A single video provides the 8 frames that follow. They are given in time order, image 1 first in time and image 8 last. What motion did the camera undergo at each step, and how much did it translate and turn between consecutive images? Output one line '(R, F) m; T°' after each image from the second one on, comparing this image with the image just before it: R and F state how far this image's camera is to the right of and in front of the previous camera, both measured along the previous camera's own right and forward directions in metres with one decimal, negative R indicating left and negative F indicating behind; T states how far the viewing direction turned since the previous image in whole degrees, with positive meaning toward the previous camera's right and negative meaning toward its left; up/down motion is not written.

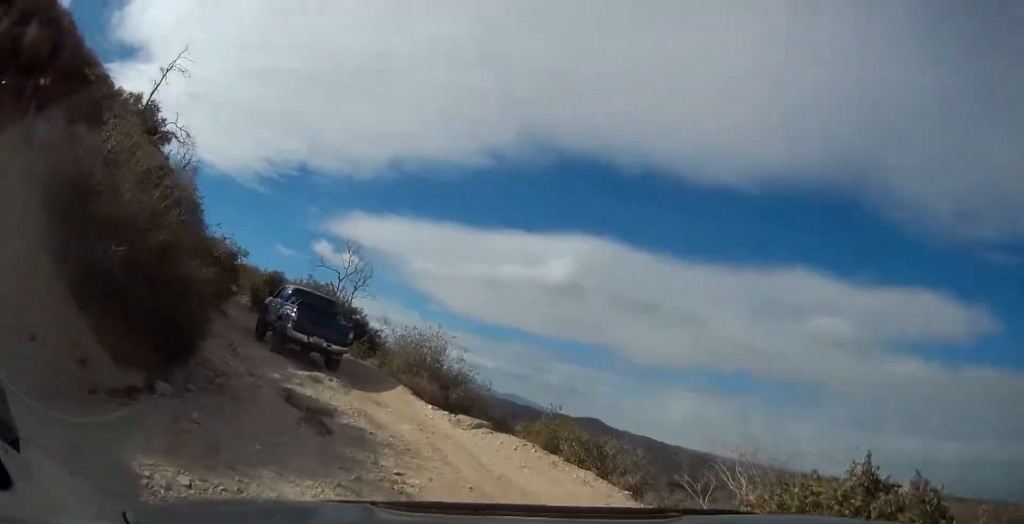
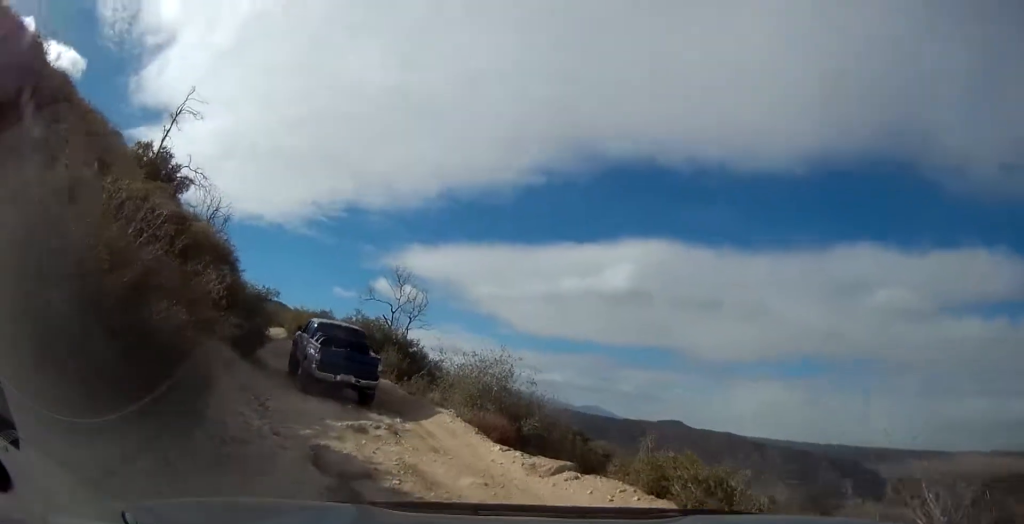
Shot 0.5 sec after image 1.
(0.0, +2.2) m; -9°
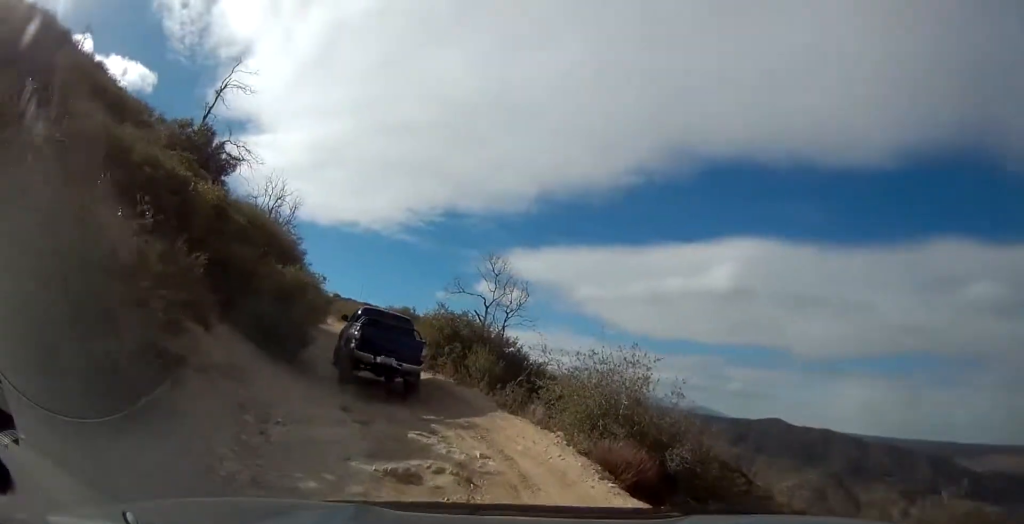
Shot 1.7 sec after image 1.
(-0.9, +4.5) m; -13°
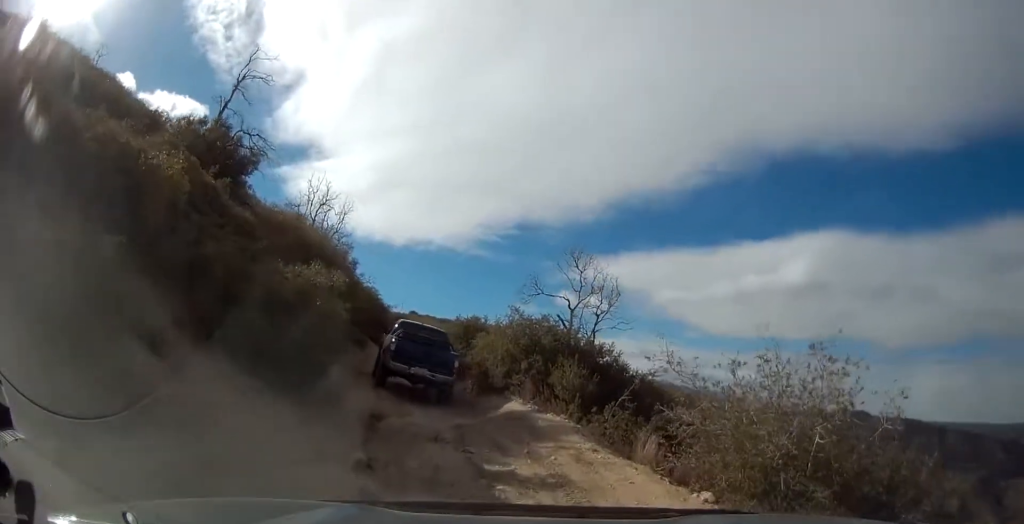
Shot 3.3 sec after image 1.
(-0.3, +4.7) m; -10°
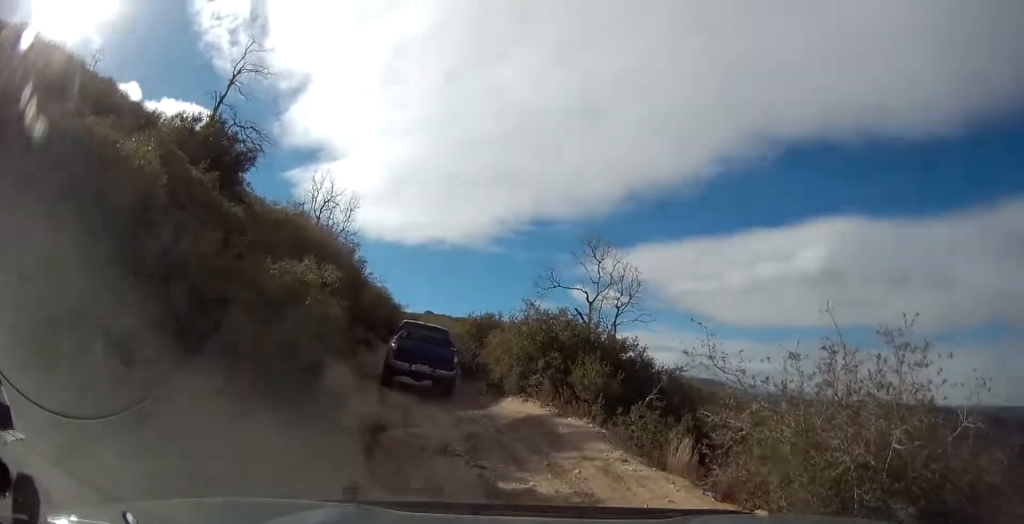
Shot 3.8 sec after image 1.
(-0.1, +1.2) m; -3°
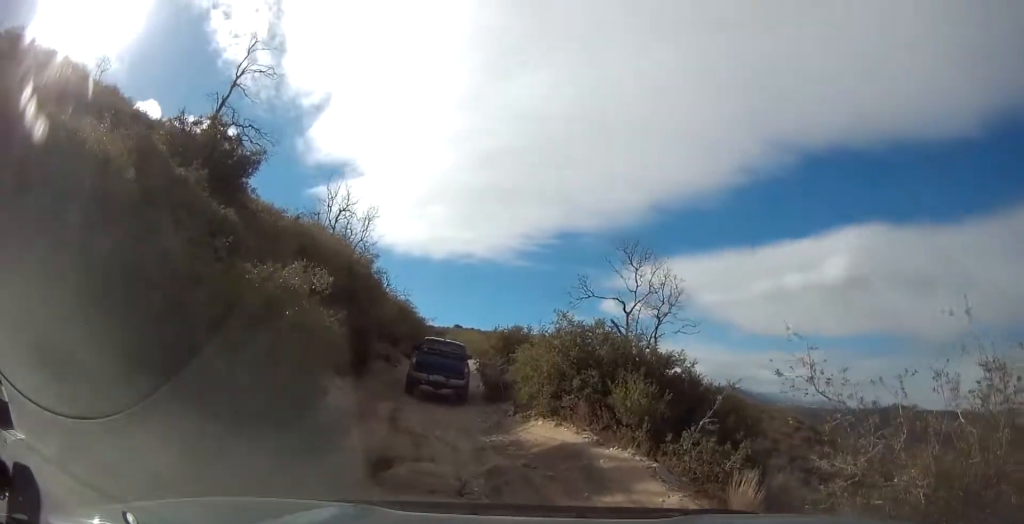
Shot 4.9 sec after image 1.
(0.0, +1.9) m; -7°
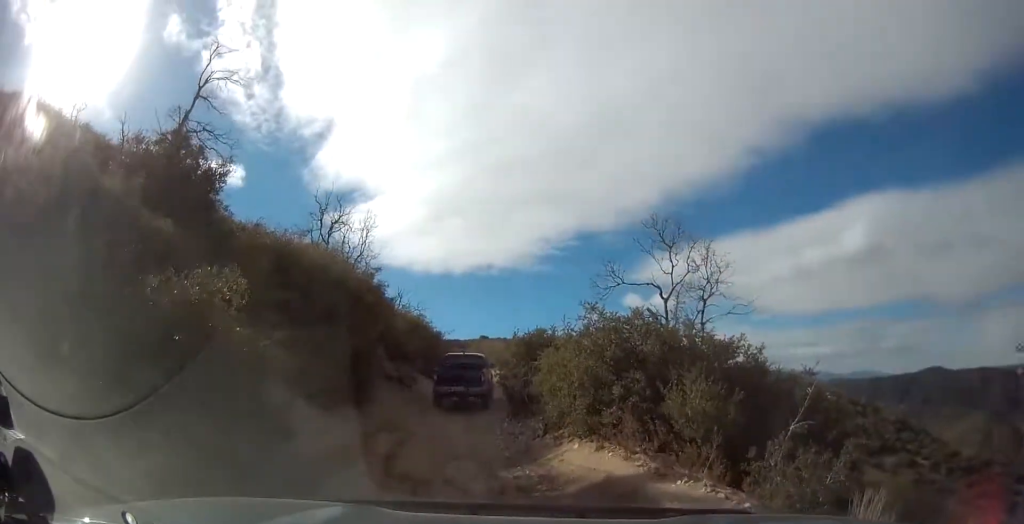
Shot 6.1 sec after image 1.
(-0.3, +2.1) m; -9°
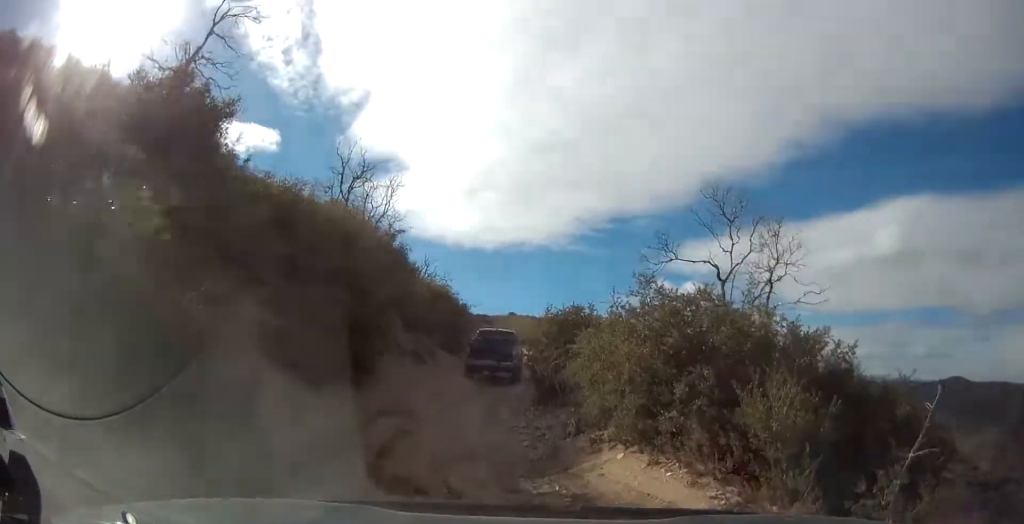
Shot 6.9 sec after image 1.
(0.0, +1.8) m; +1°
